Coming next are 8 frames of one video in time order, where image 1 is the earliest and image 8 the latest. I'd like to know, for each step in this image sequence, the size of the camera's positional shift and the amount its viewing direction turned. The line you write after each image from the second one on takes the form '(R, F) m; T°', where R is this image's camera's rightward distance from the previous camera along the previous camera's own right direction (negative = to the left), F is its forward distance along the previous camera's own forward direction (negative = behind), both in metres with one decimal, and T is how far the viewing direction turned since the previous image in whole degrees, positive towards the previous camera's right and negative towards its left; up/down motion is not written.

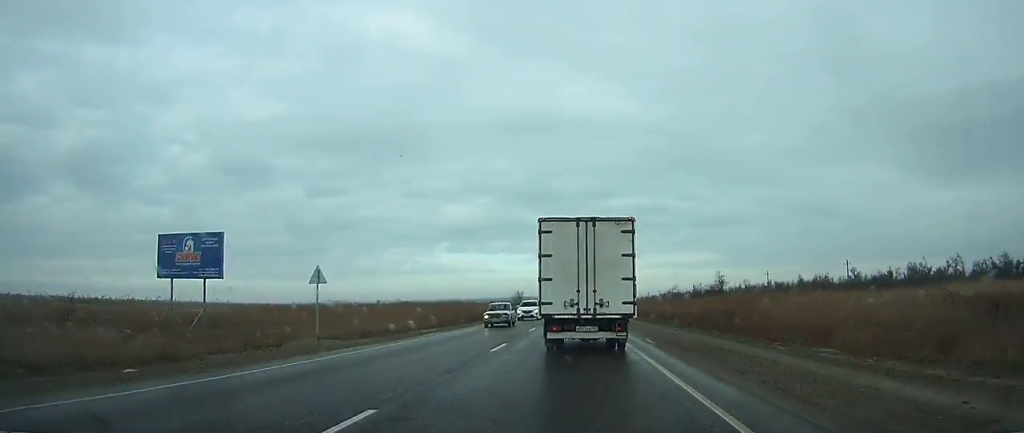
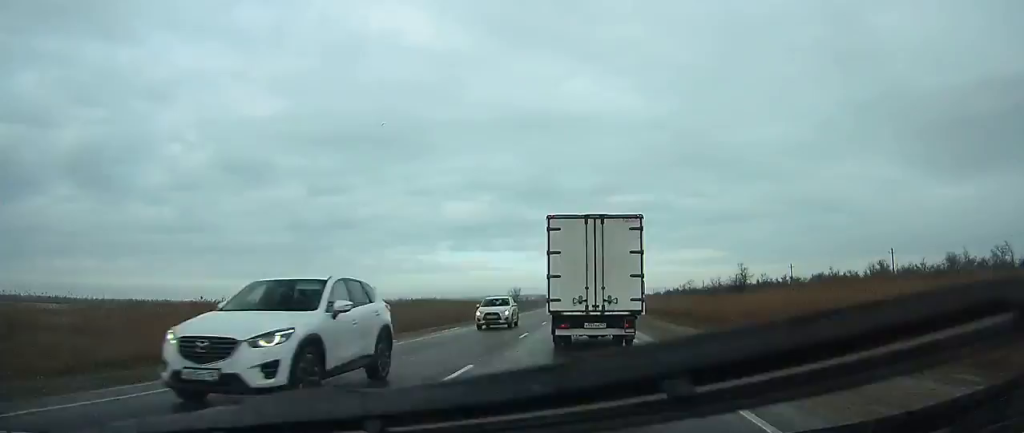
(-0.1, +19.2) m; 0°
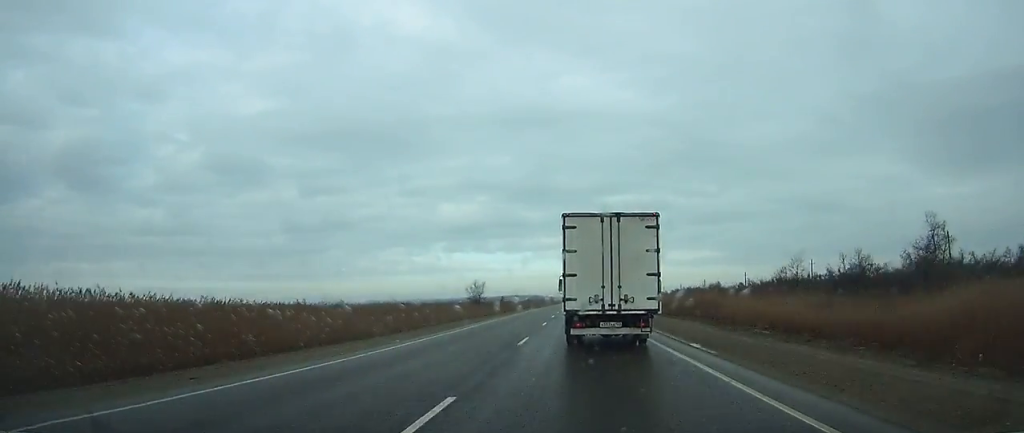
(-0.1, +75.2) m; 0°
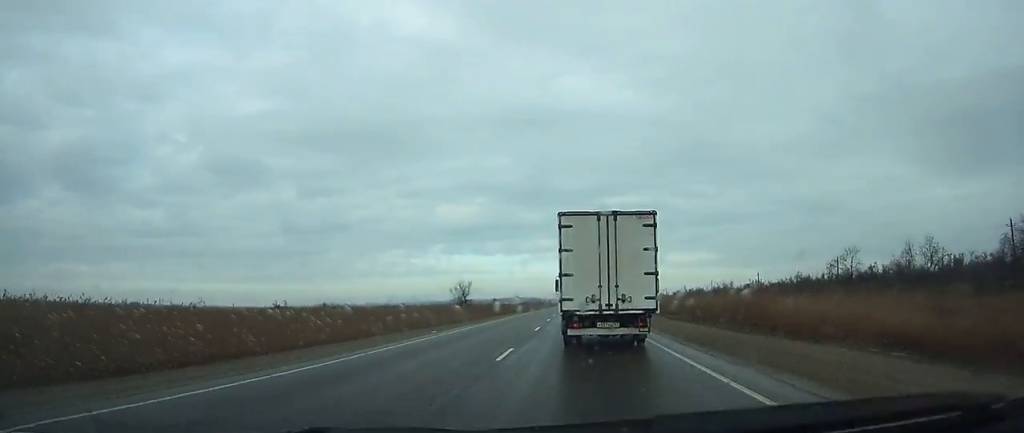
(0.0, +15.9) m; 0°
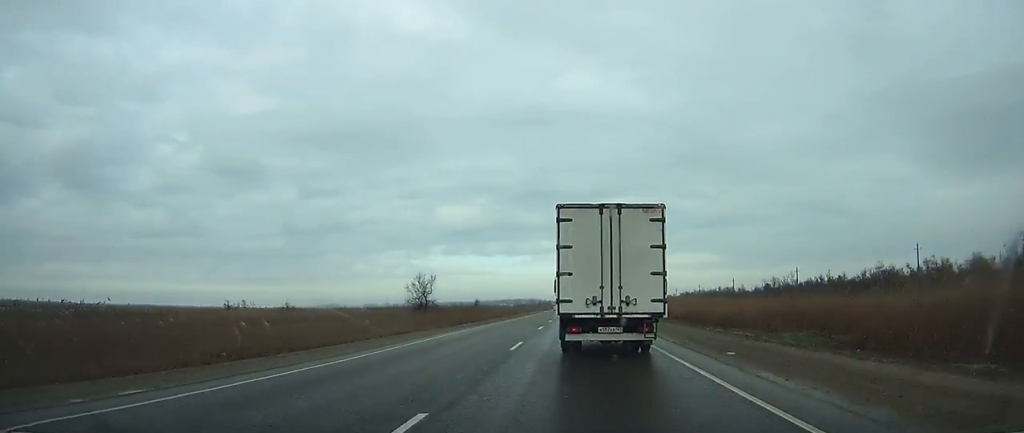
(0.0, +31.9) m; 0°
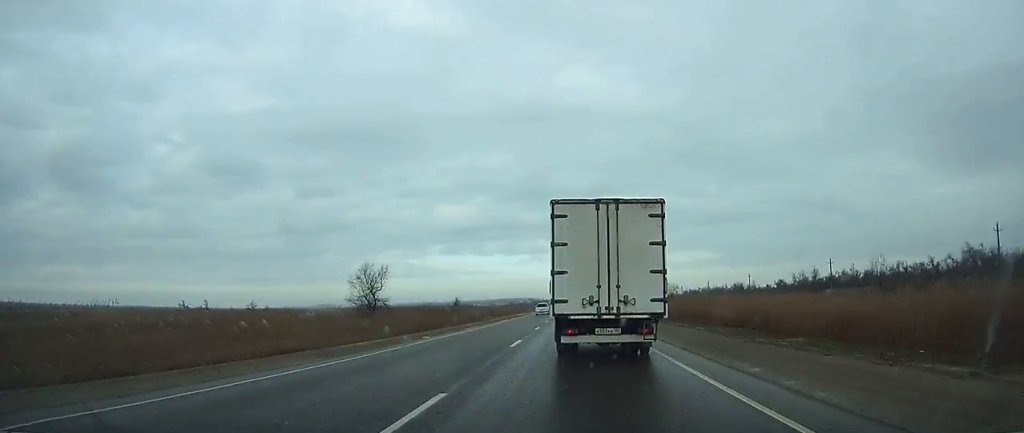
(+0.1, +22.0) m; 0°
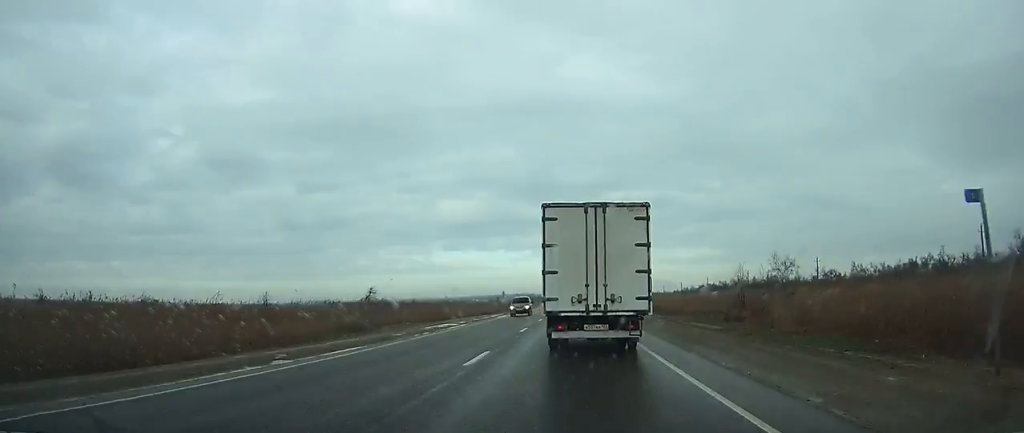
(+0.1, +53.6) m; 0°
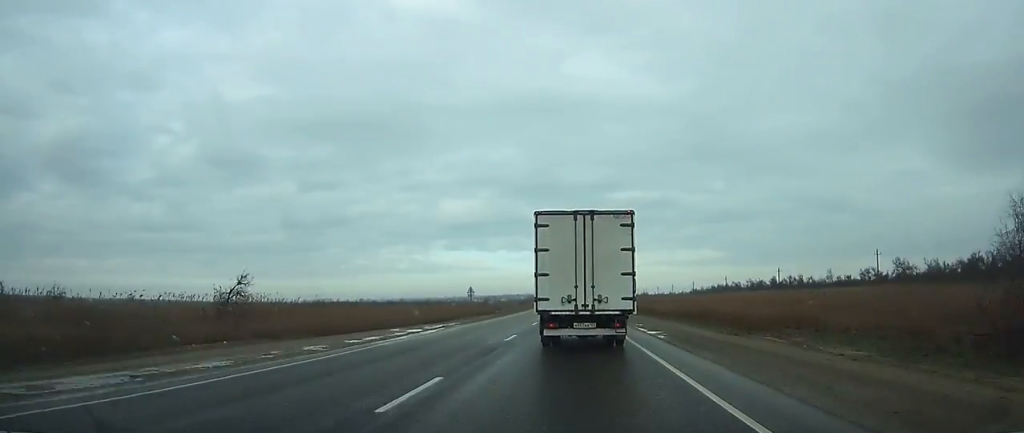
(0.0, +29.0) m; 0°
